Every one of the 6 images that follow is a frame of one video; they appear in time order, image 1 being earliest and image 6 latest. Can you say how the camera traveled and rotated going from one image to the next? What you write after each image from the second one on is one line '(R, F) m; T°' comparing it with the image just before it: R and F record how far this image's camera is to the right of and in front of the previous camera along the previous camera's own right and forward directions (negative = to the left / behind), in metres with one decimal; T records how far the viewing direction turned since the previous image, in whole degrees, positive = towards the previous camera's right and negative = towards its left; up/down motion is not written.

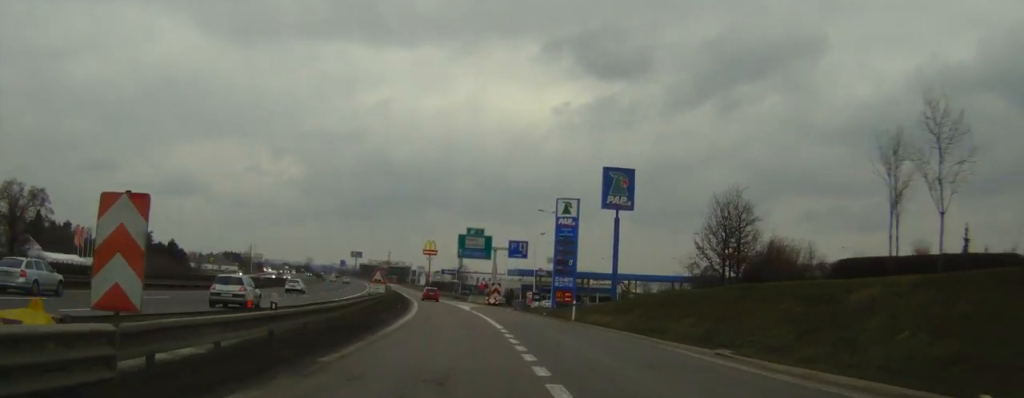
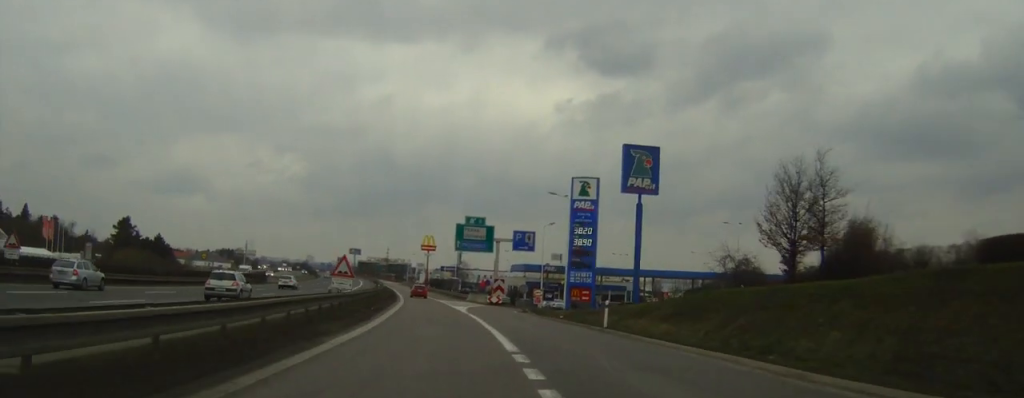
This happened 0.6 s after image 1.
(+0.2, +13.3) m; 0°
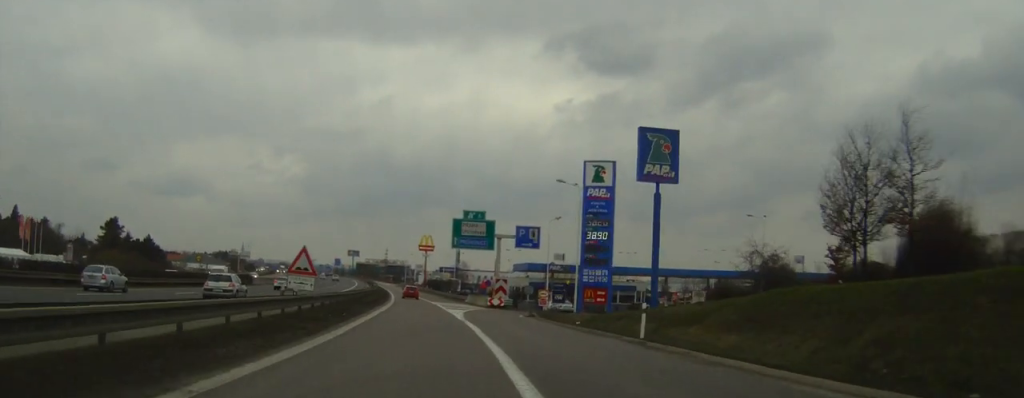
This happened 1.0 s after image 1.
(-0.1, +8.9) m; 0°
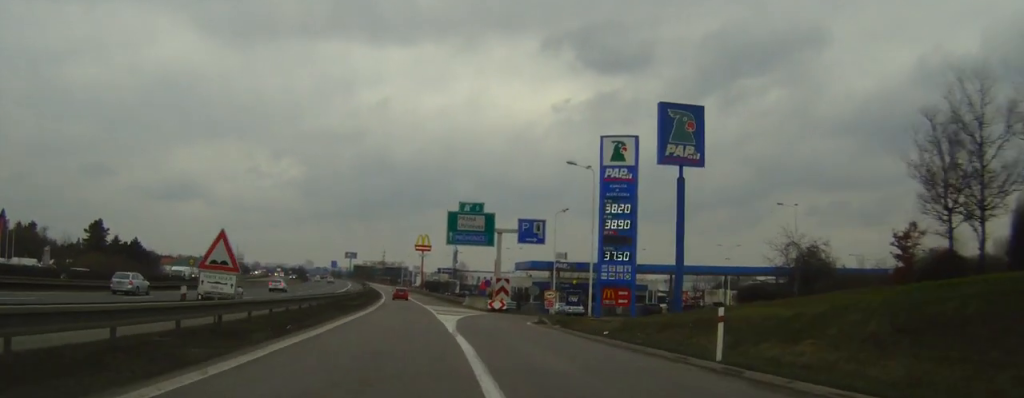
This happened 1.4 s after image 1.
(-0.2, +10.3) m; 0°
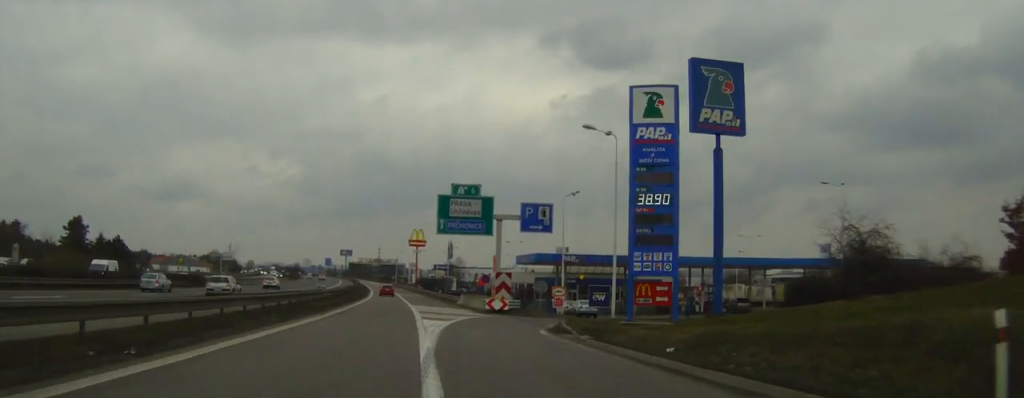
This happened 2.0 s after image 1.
(0.0, +11.9) m; 0°
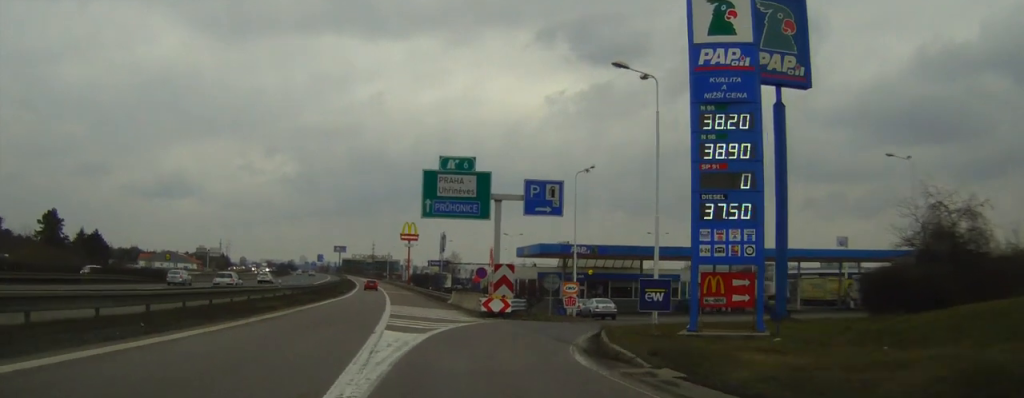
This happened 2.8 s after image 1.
(+0.1, +13.3) m; +1°
